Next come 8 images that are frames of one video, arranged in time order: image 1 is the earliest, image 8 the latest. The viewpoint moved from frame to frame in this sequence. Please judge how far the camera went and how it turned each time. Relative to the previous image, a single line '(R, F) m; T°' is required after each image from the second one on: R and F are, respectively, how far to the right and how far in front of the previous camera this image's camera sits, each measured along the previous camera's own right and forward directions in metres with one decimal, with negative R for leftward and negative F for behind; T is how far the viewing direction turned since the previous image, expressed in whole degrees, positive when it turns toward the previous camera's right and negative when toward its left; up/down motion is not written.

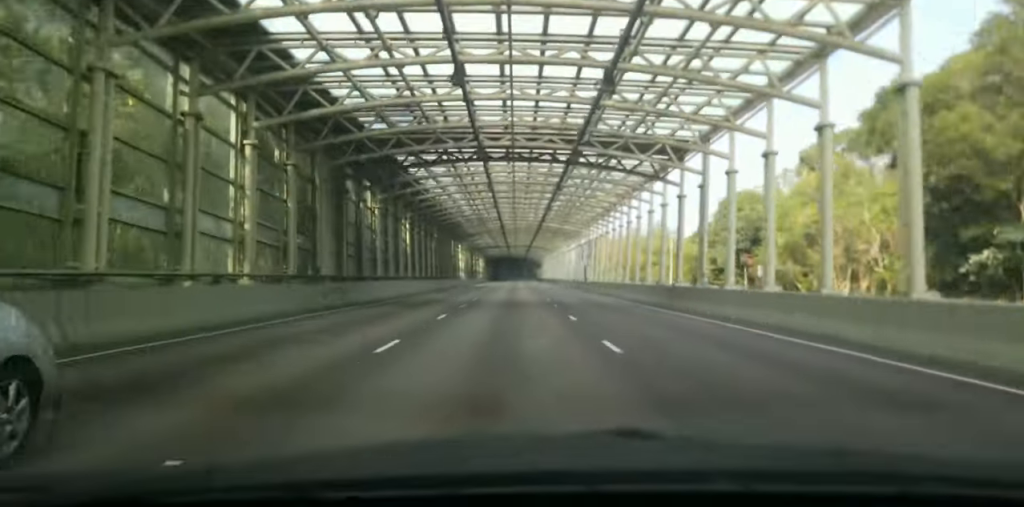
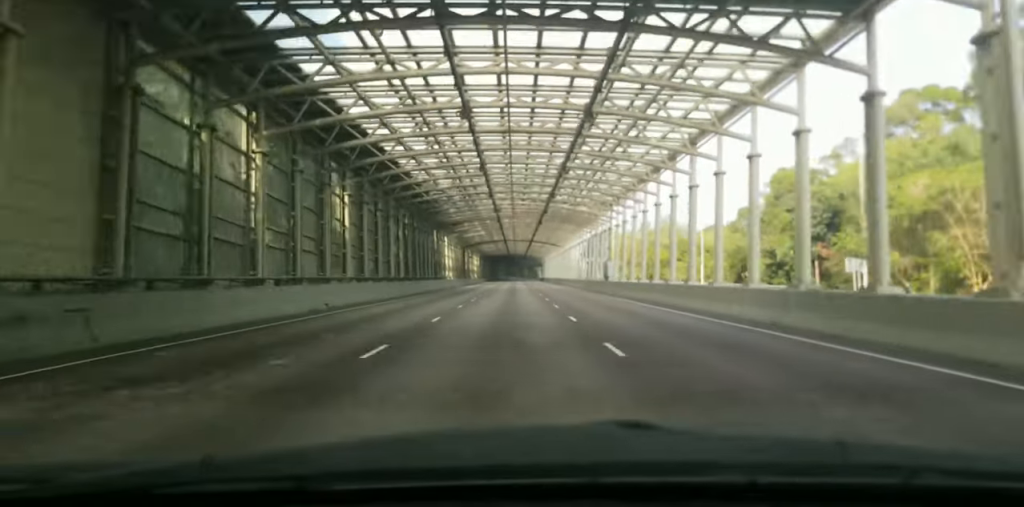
(-0.2, +19.3) m; -1°
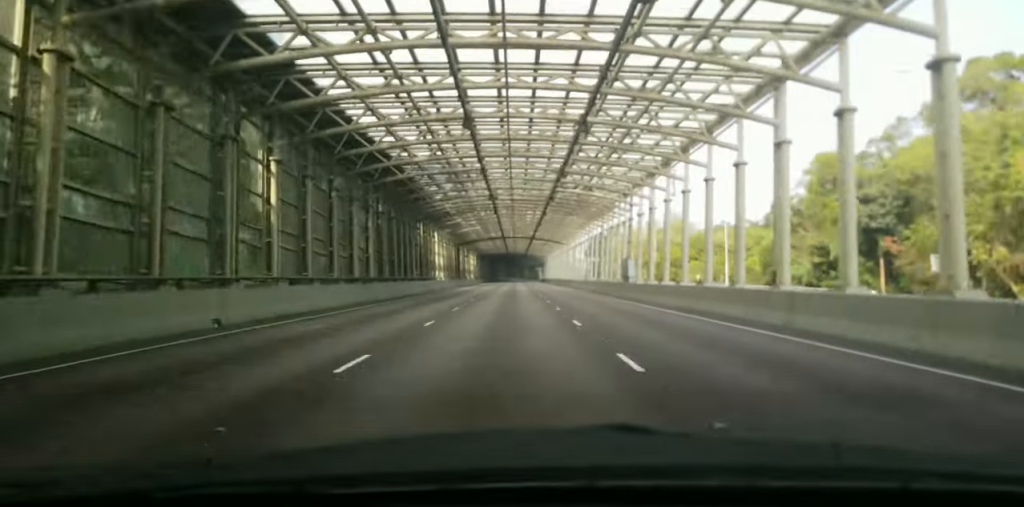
(-0.2, +10.1) m; 0°
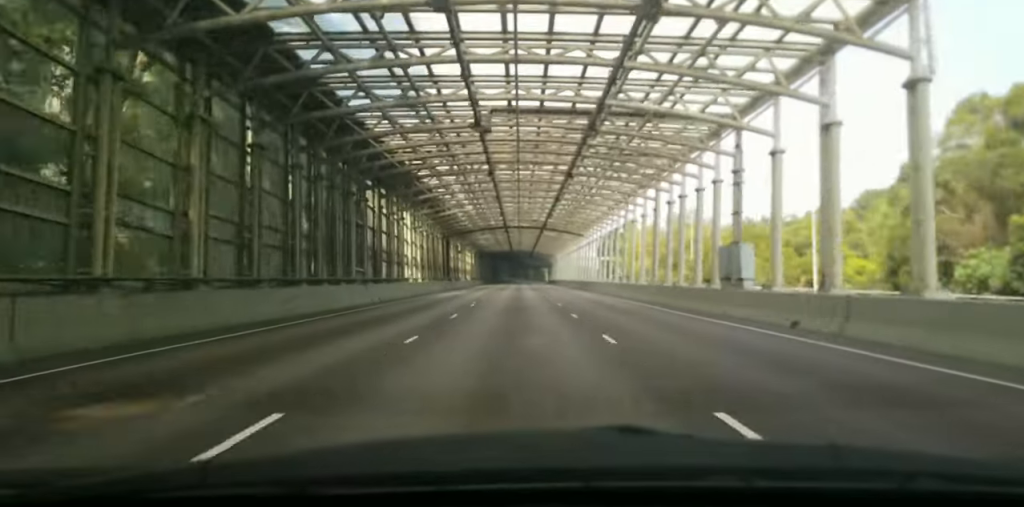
(+0.1, +23.7) m; +1°
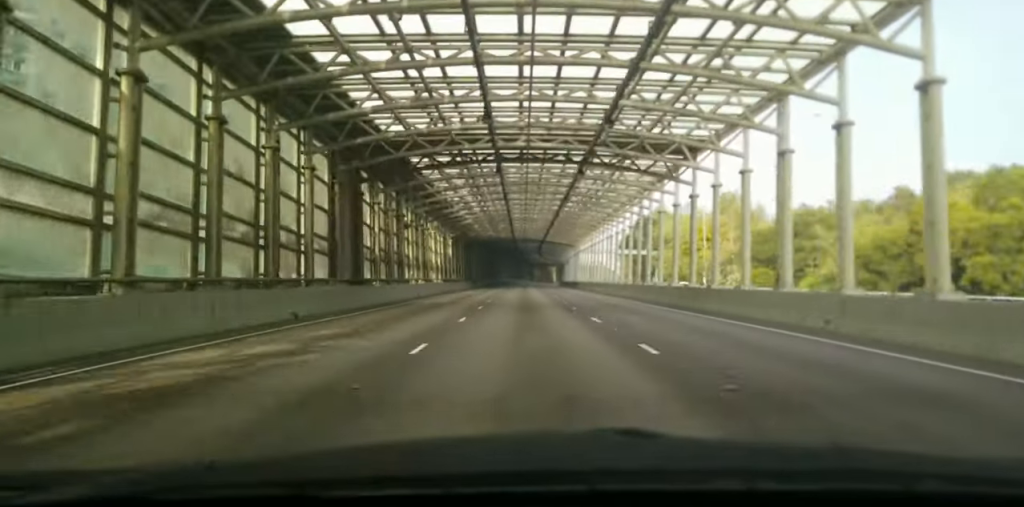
(+0.3, +46.3) m; +2°
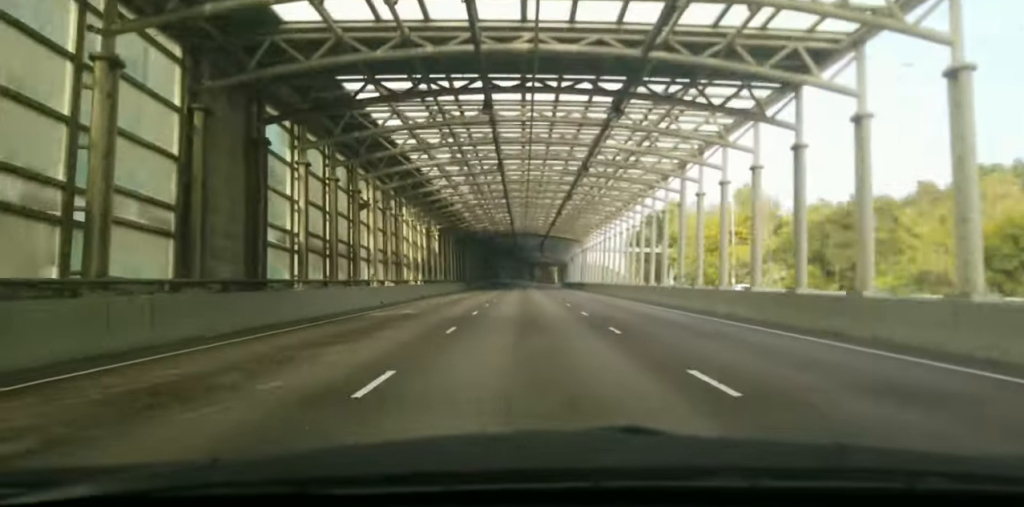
(+0.1, +12.7) m; +2°
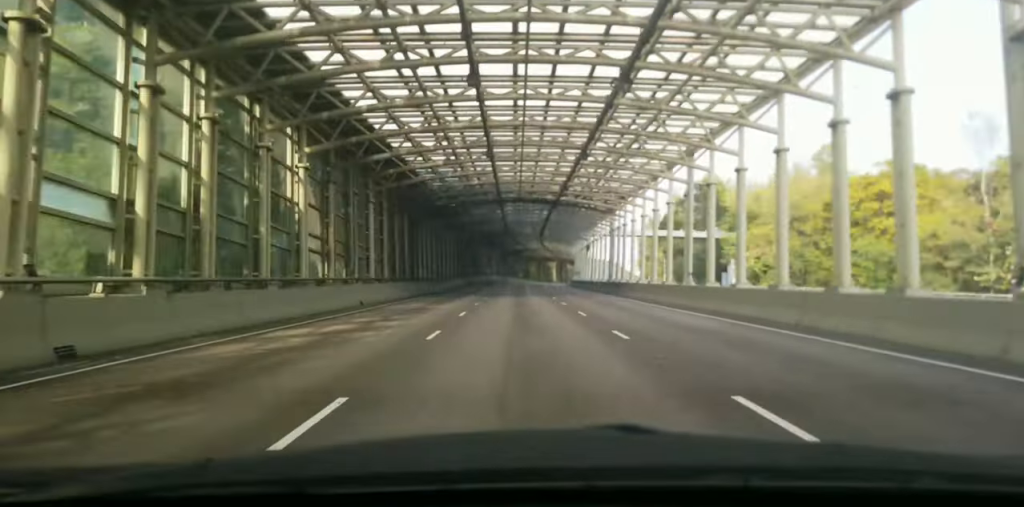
(+1.5, +38.1) m; 0°
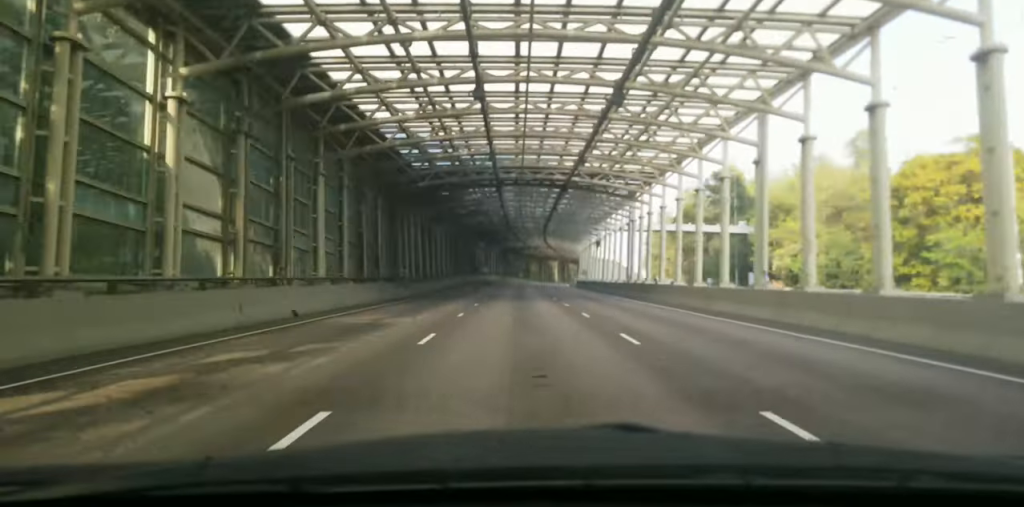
(-0.3, +10.0) m; -1°
